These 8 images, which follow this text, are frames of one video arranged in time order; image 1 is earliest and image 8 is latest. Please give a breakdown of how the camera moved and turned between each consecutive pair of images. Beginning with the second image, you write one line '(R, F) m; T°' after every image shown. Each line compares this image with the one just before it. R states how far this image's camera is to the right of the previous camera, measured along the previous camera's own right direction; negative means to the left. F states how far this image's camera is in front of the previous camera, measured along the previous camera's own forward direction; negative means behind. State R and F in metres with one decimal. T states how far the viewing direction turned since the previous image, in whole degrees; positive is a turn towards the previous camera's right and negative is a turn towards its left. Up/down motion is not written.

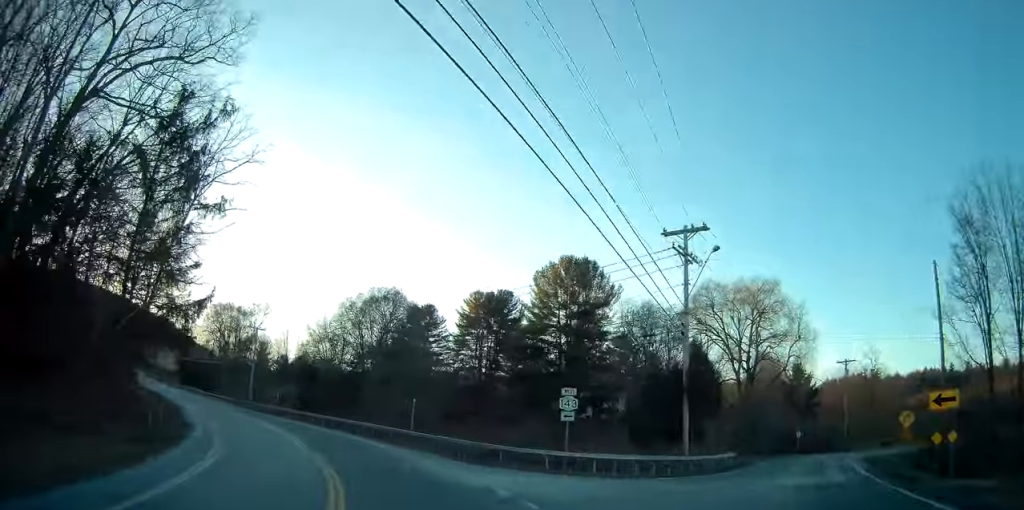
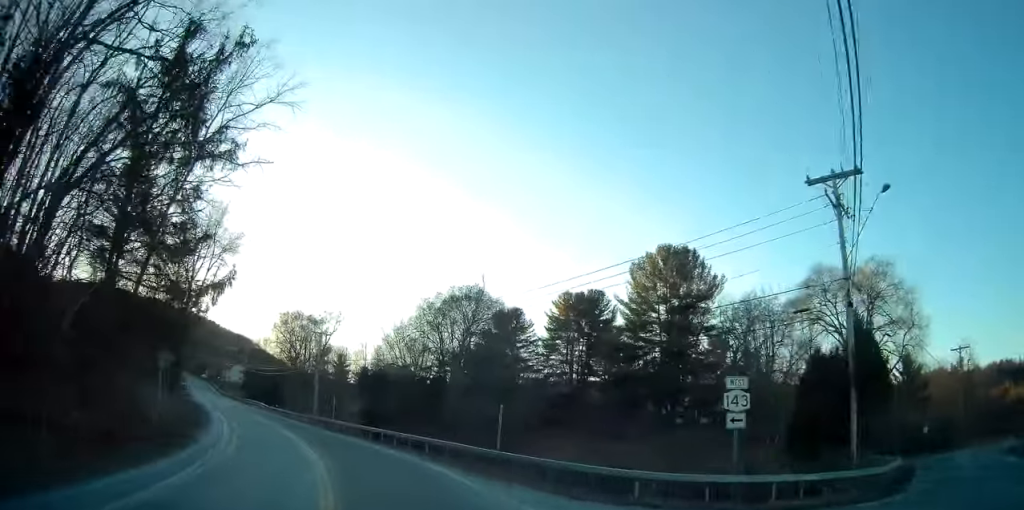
(-0.6, +8.2) m; -9°
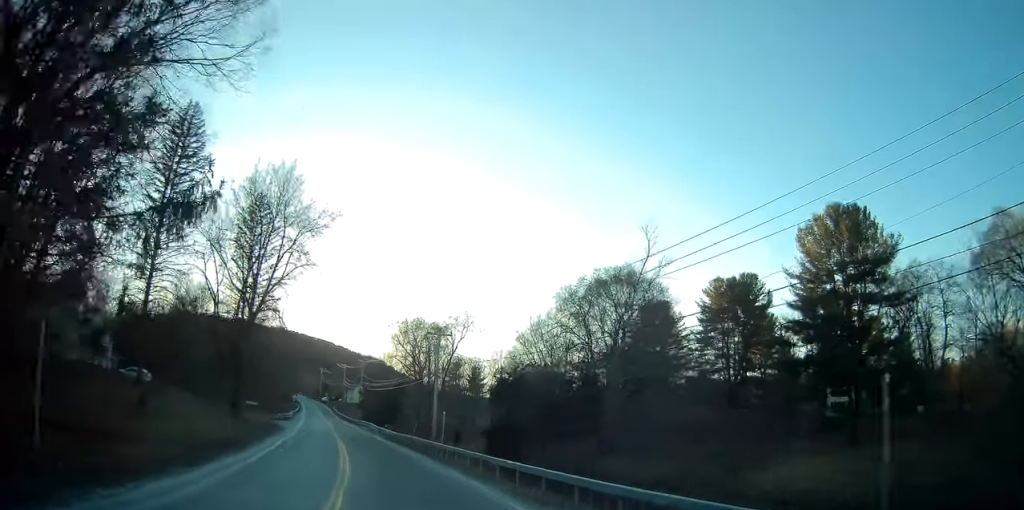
(-1.7, +13.0) m; -13°
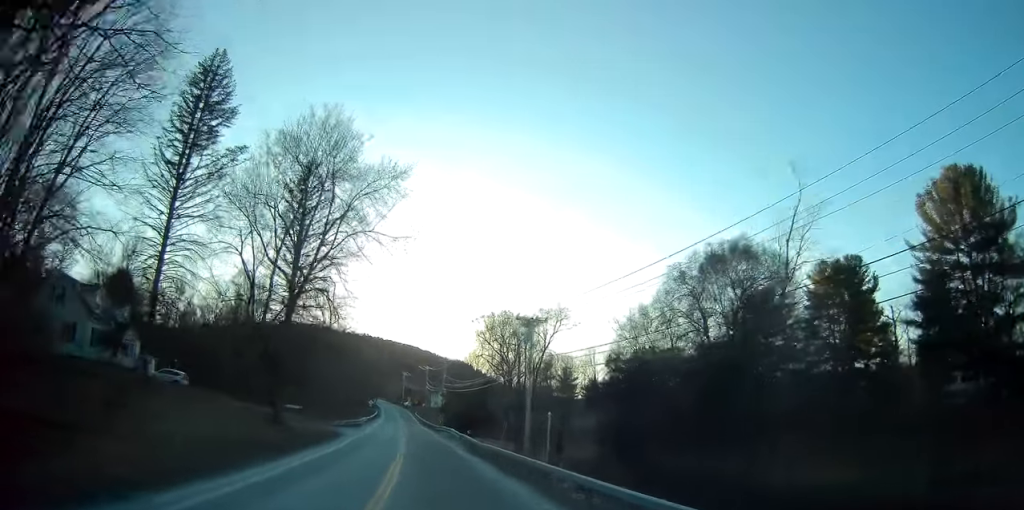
(-0.7, +9.0) m; -7°
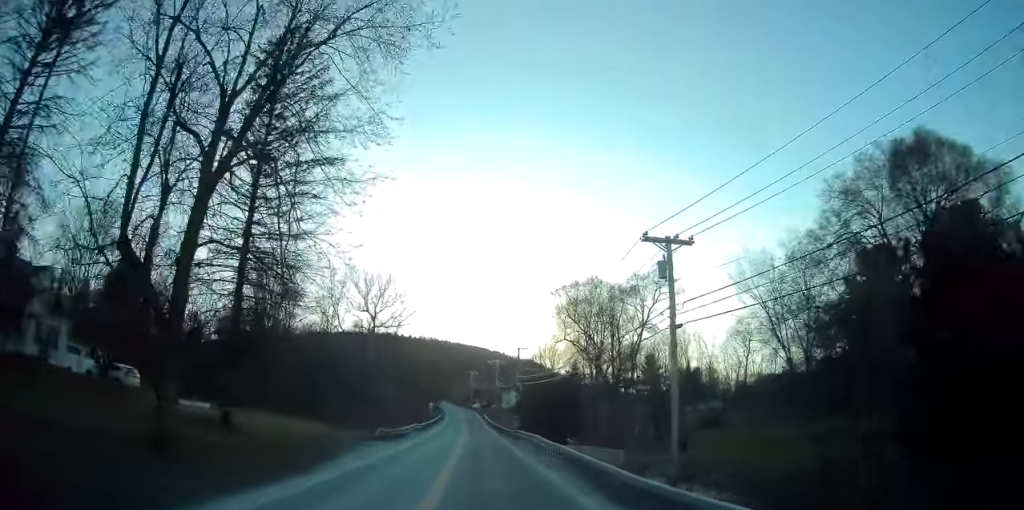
(-1.7, +18.7) m; -8°
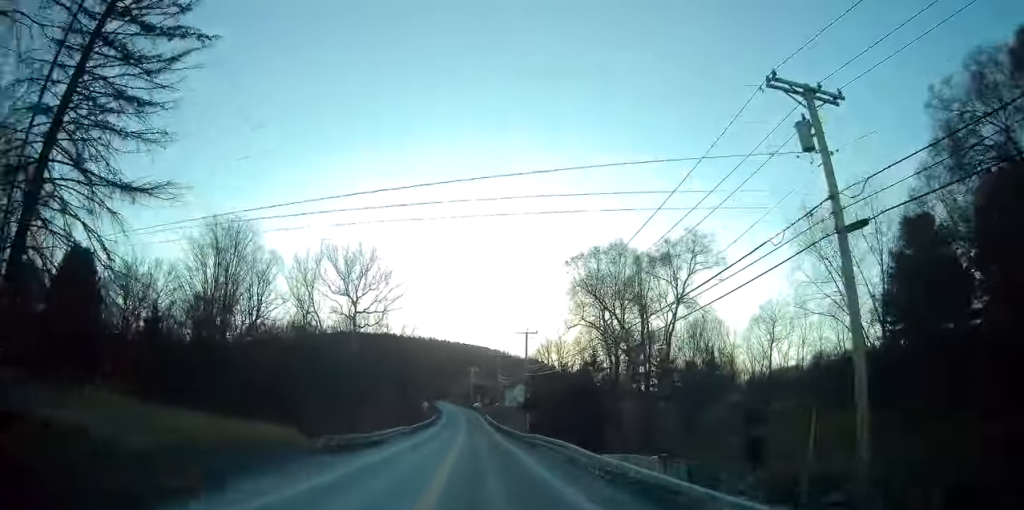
(-0.3, +13.2) m; -2°
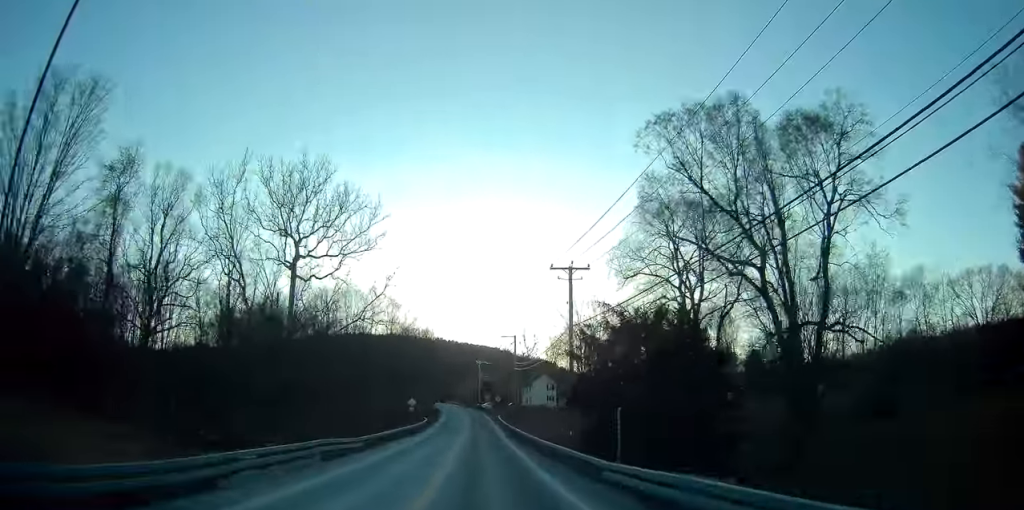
(-0.6, +27.3) m; -1°
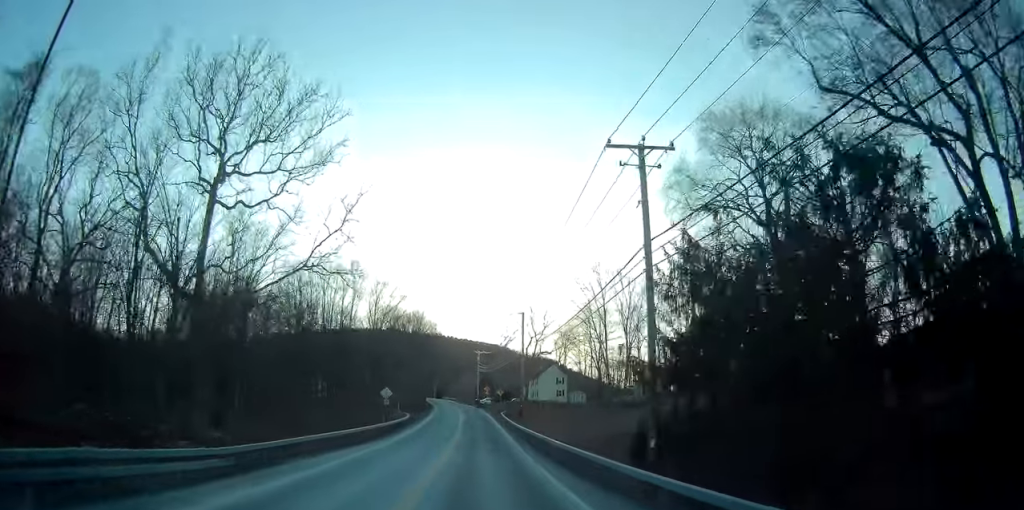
(+0.1, +16.4) m; +1°
